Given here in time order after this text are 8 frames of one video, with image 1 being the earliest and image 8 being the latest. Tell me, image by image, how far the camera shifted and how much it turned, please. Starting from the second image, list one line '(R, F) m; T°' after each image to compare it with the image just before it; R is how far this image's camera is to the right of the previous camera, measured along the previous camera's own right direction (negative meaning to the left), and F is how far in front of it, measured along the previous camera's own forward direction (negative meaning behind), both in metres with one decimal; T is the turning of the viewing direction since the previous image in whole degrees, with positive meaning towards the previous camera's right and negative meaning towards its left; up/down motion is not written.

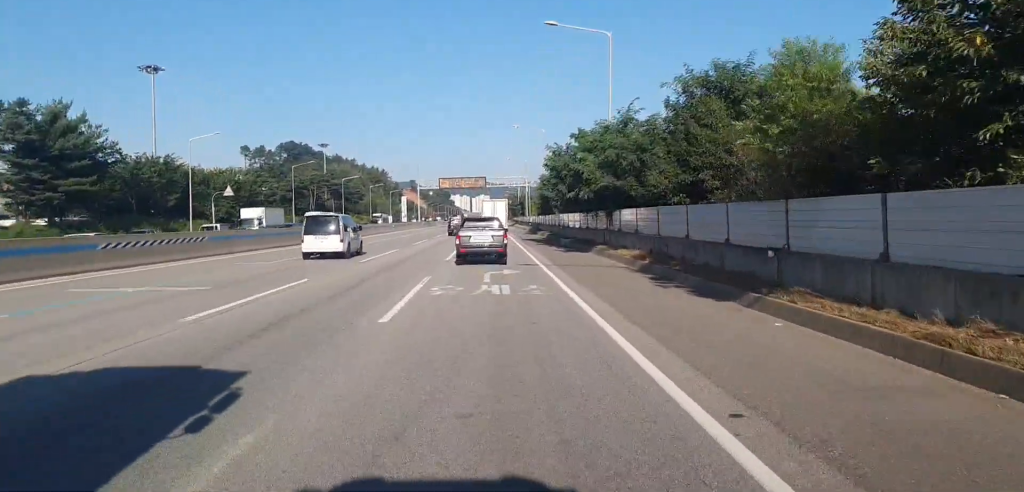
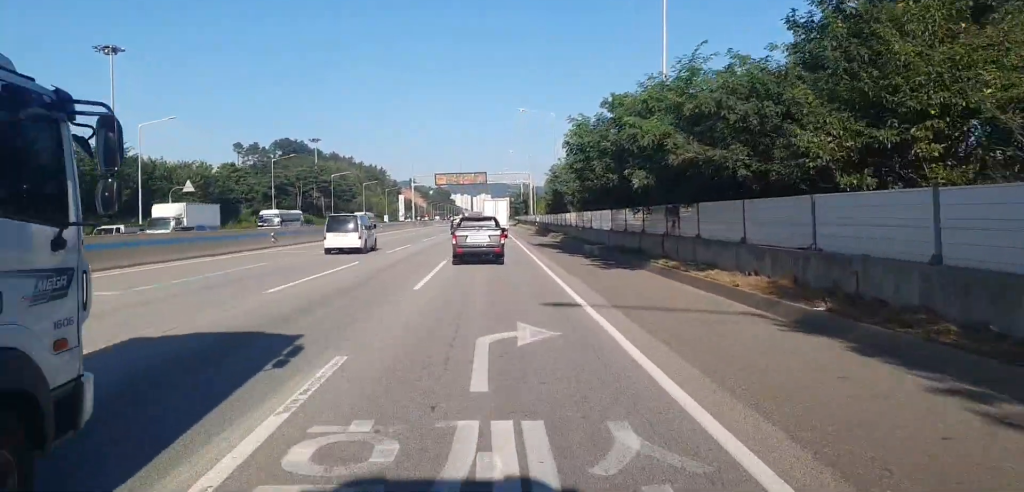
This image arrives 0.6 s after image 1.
(0.0, +12.8) m; 0°
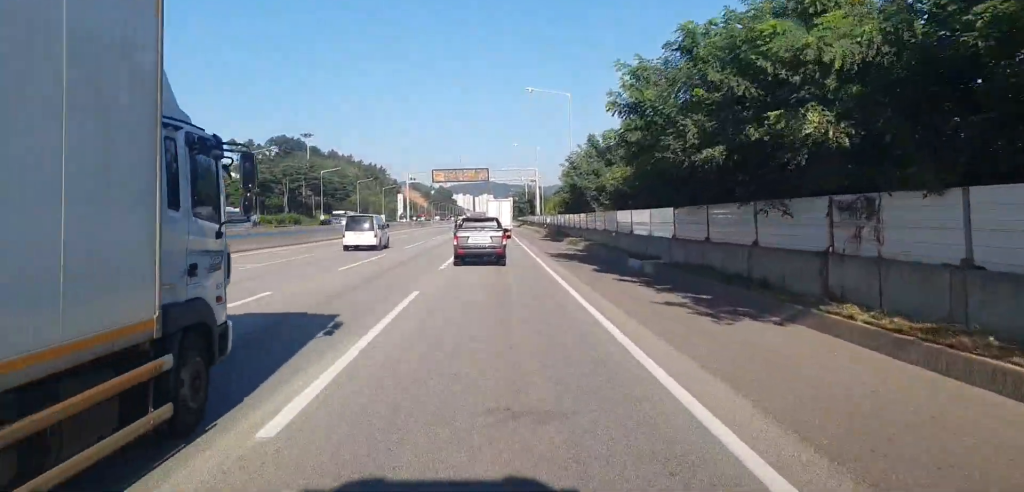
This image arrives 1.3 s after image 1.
(0.0, +12.7) m; 0°
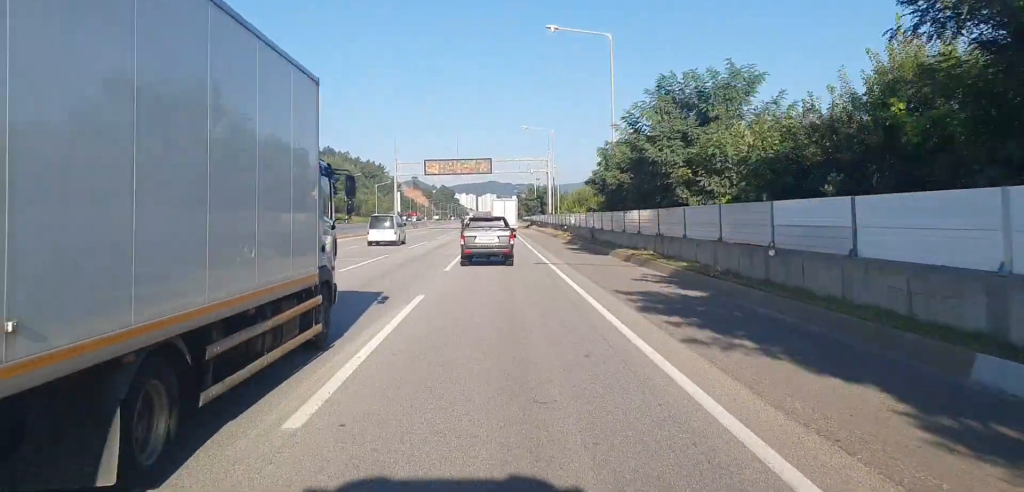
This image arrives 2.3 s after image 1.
(-0.2, +20.6) m; -1°
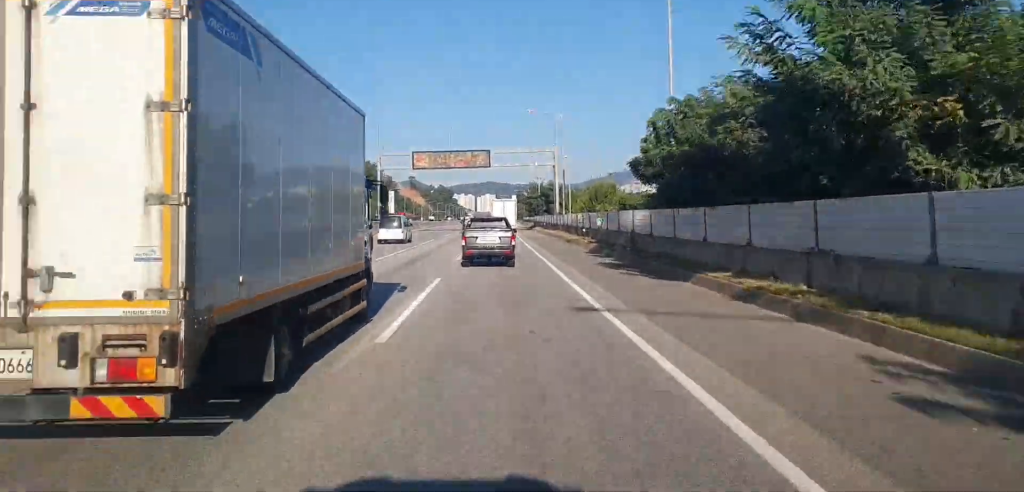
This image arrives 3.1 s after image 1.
(-0.2, +14.6) m; 0°
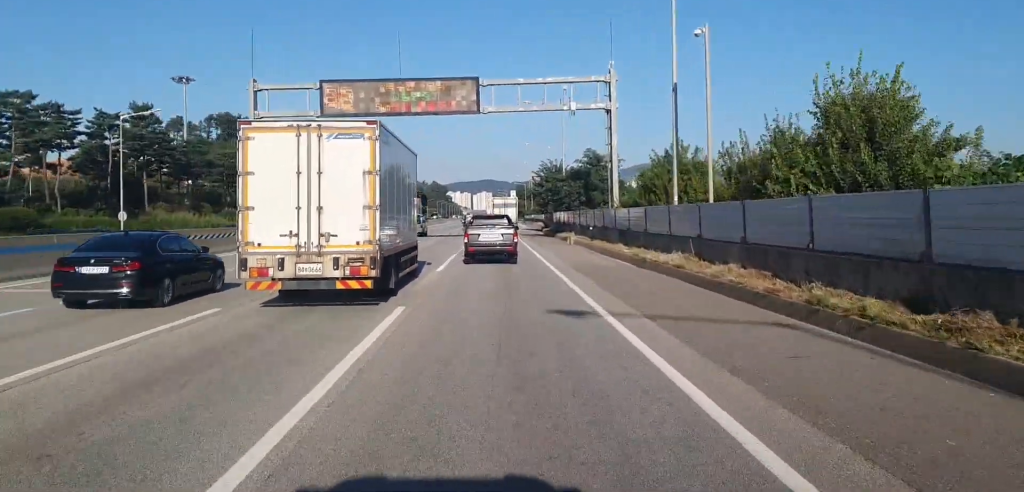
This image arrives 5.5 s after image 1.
(0.0, +47.3) m; +1°
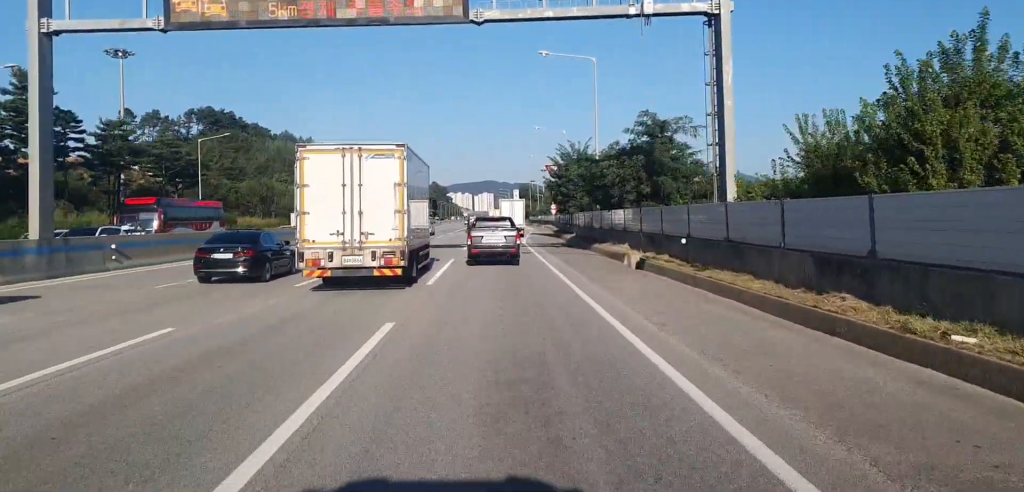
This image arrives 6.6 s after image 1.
(+0.3, +22.6) m; 0°
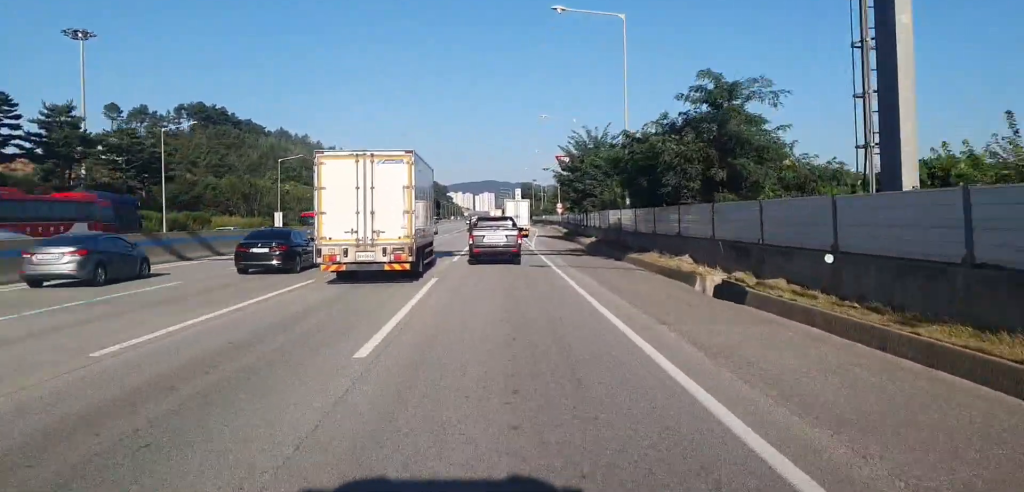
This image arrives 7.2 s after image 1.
(0.0, +10.6) m; 0°
